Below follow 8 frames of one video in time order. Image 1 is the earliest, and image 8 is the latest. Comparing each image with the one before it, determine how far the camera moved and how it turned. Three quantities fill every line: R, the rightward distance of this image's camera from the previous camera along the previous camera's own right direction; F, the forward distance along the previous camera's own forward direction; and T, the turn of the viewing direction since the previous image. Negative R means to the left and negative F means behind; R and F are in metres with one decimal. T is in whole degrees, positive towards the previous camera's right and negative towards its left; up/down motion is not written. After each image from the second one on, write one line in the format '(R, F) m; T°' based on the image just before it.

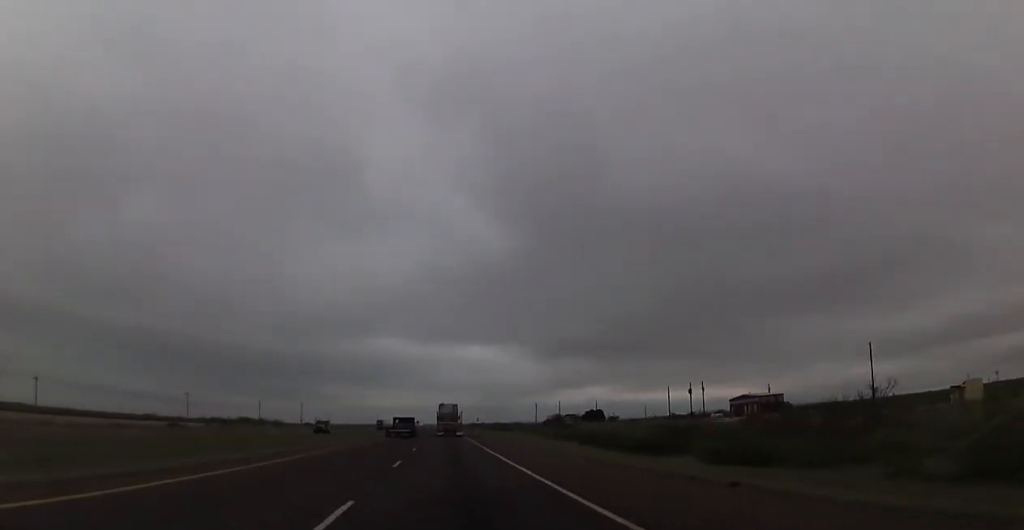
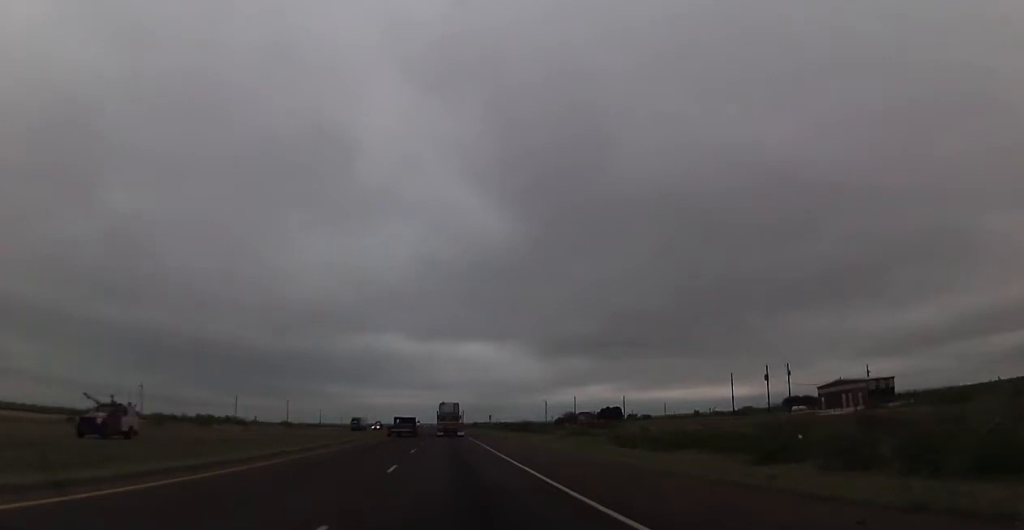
(+0.2, +39.6) m; 0°
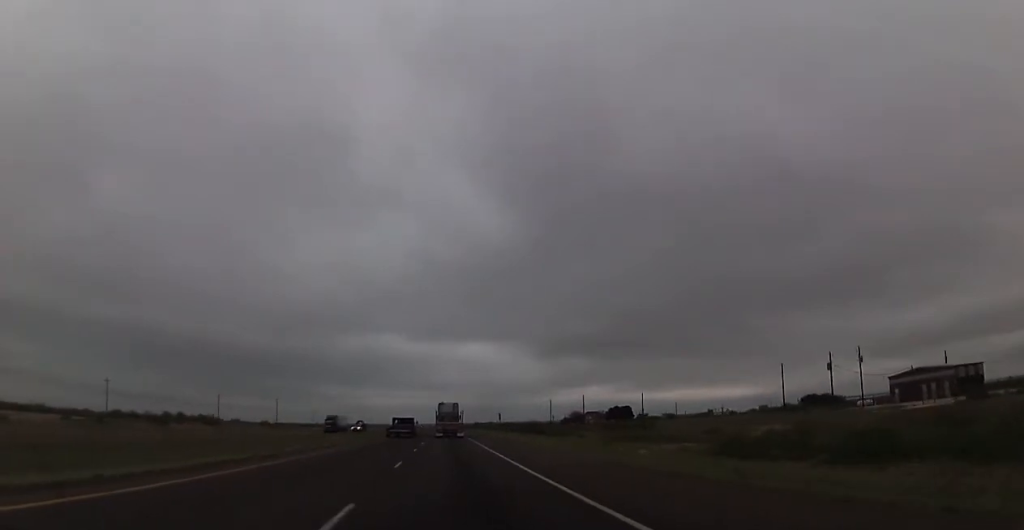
(-0.1, +22.2) m; 0°
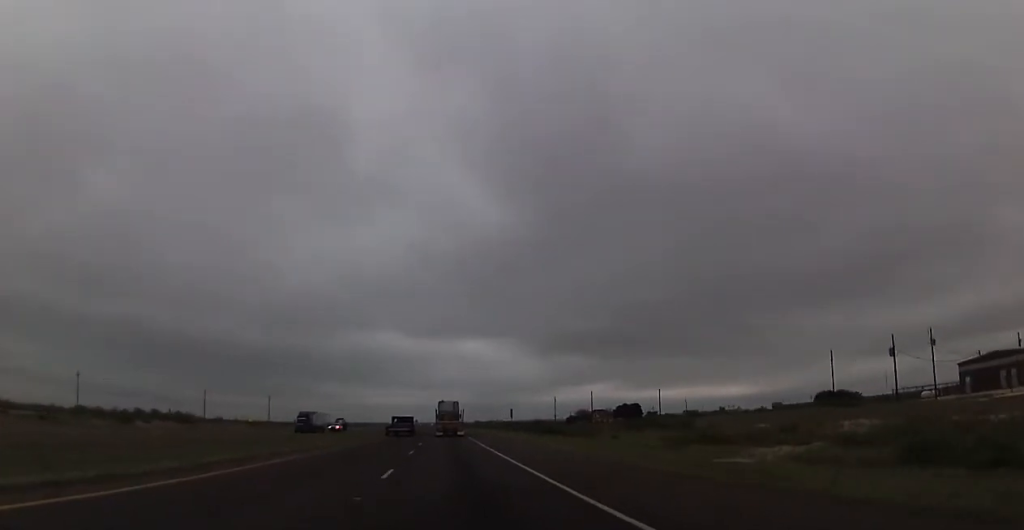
(0.0, +16.3) m; 0°
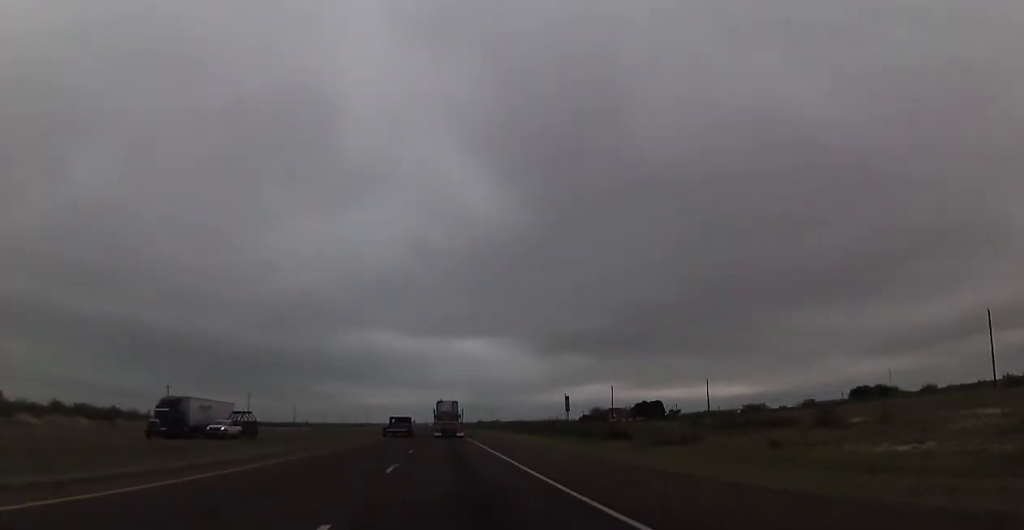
(0.0, +35.0) m; 0°
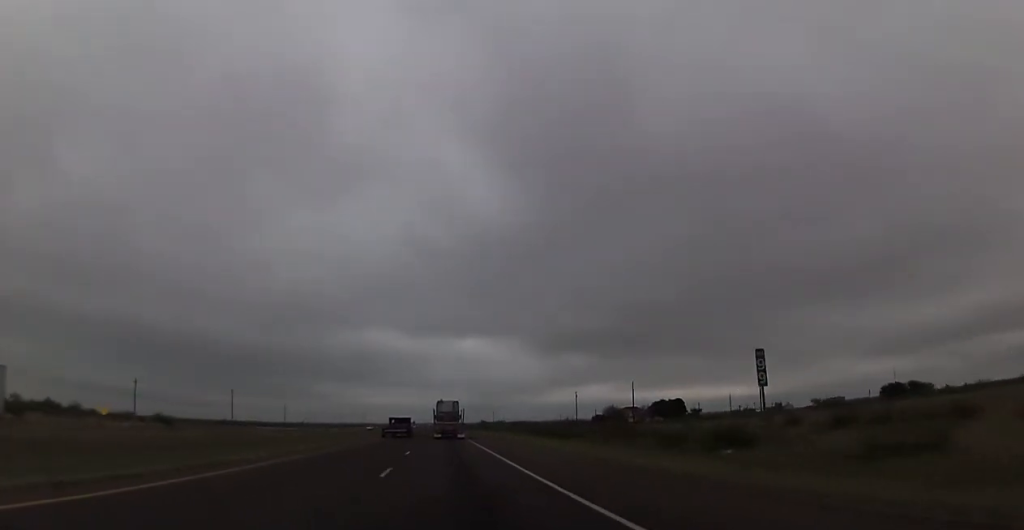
(+0.2, +25.7) m; 0°
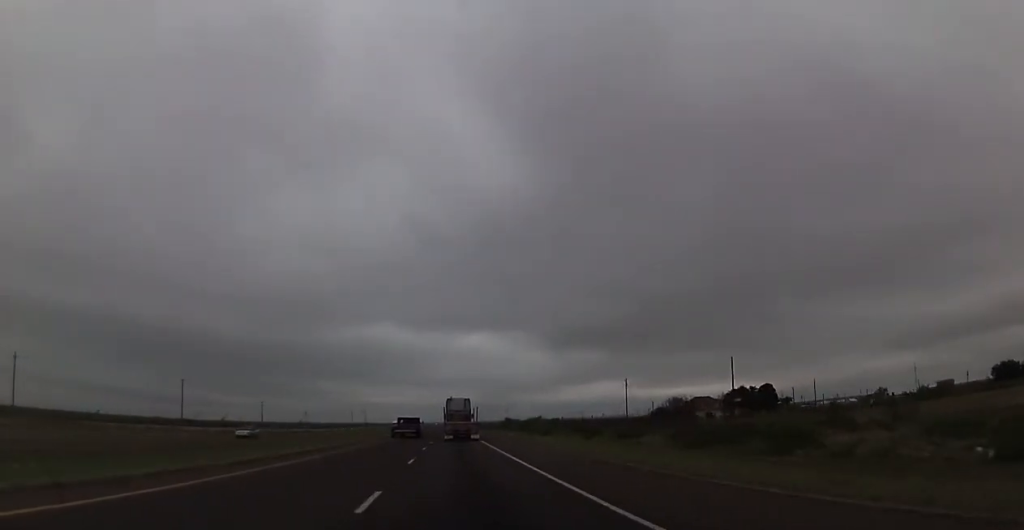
(+0.7, +67.7) m; +1°
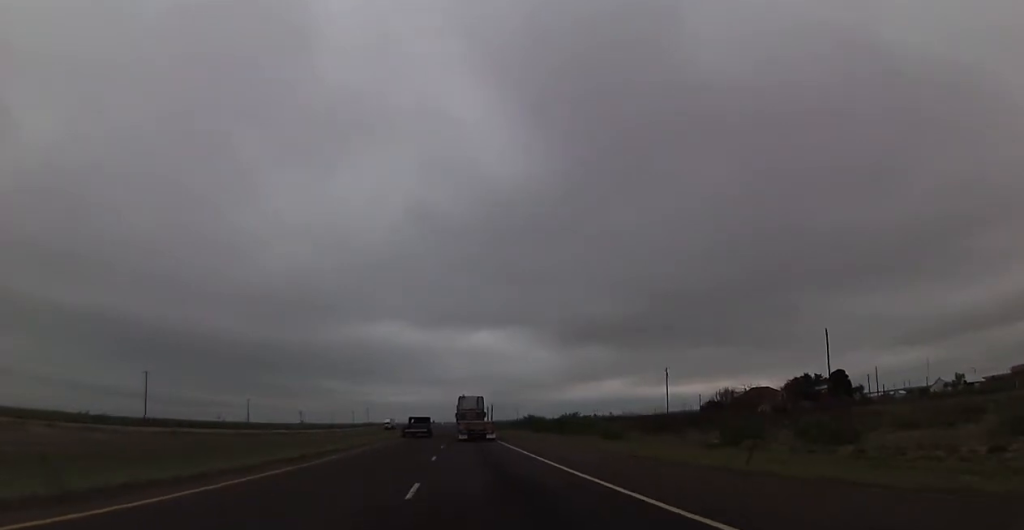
(-0.3, +35.0) m; -1°
